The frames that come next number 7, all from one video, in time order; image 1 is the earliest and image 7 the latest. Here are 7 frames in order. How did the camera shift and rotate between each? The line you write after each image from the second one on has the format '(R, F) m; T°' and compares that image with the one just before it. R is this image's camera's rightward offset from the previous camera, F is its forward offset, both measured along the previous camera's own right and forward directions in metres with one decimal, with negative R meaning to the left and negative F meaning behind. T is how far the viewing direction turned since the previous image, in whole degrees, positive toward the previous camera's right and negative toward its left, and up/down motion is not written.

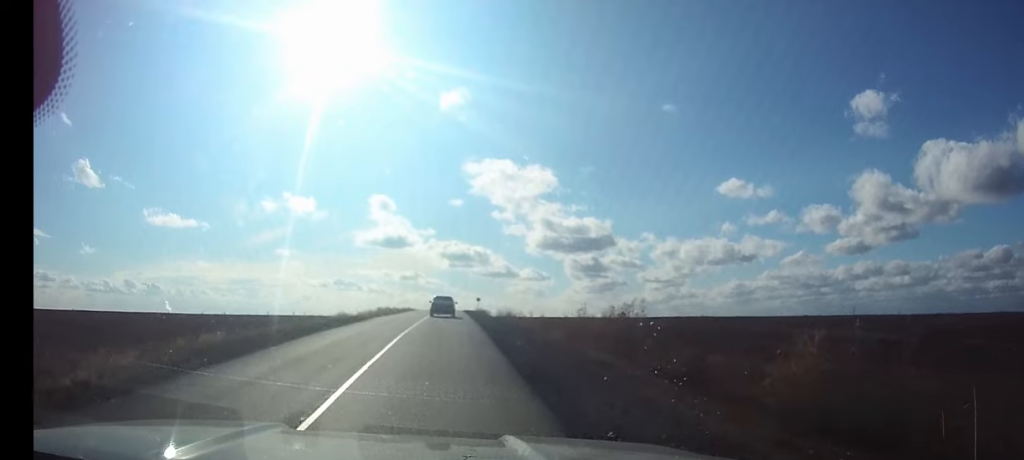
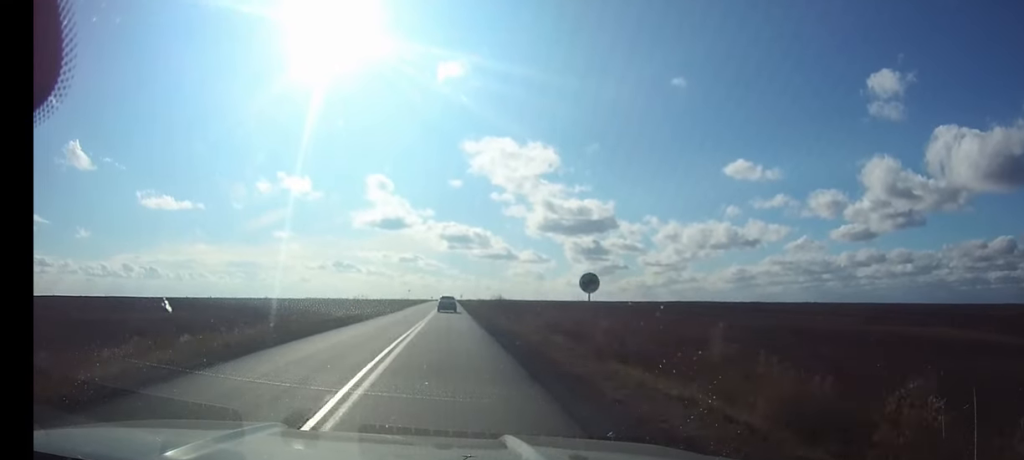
(0.0, +81.0) m; 0°
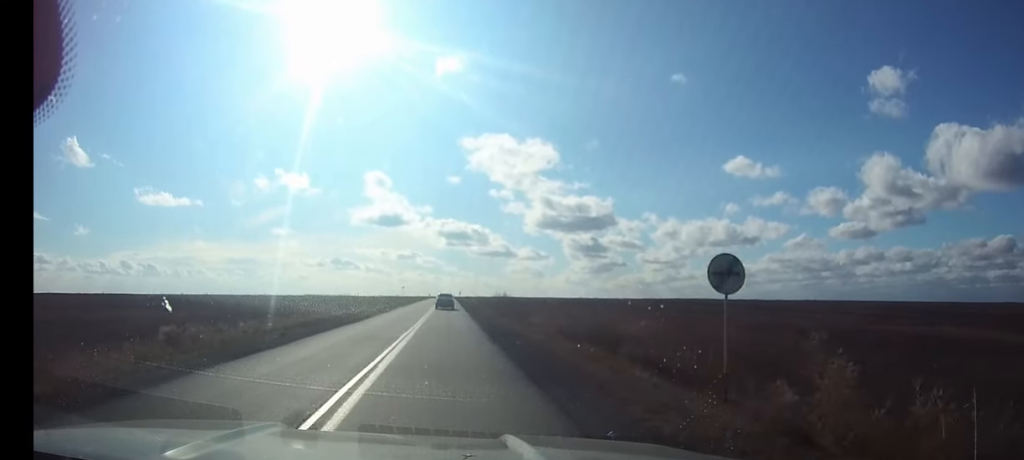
(0.0, +10.7) m; 0°
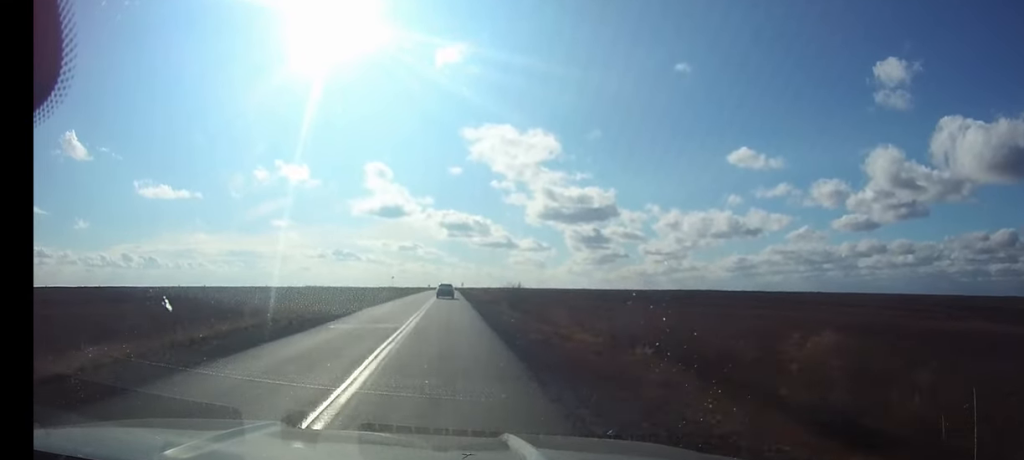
(0.0, +21.7) m; 0°
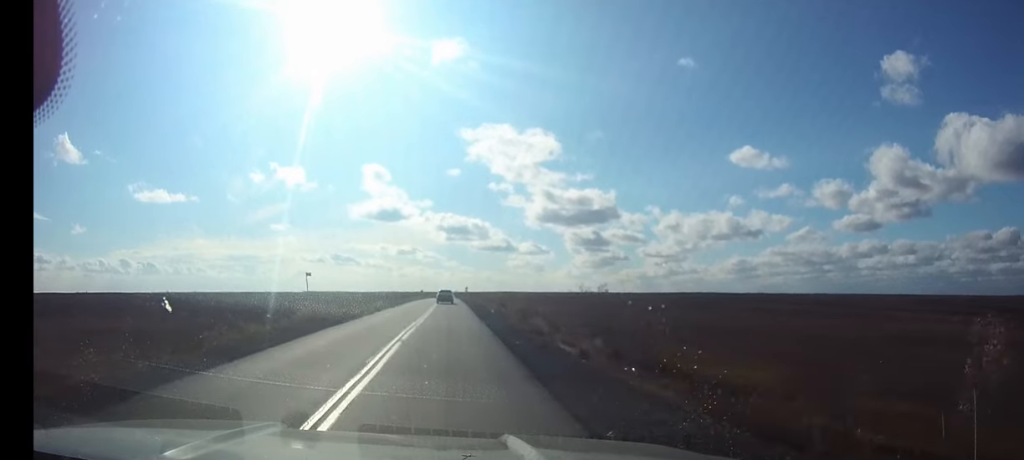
(-0.1, +52.7) m; 0°
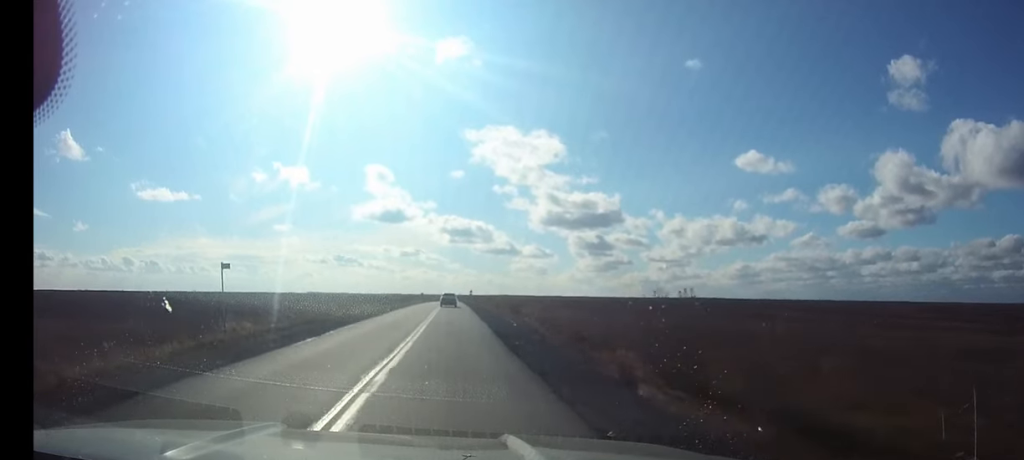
(0.0, +14.2) m; 0°
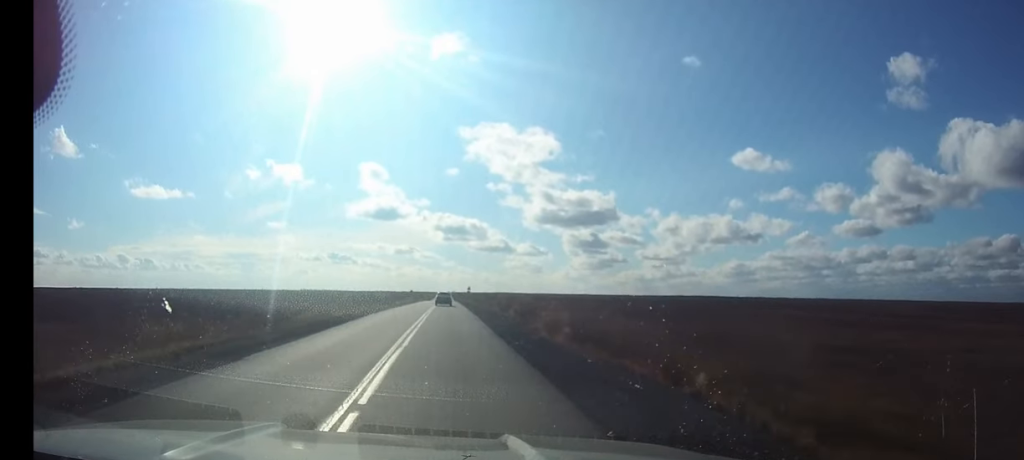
(0.0, +22.4) m; 0°
